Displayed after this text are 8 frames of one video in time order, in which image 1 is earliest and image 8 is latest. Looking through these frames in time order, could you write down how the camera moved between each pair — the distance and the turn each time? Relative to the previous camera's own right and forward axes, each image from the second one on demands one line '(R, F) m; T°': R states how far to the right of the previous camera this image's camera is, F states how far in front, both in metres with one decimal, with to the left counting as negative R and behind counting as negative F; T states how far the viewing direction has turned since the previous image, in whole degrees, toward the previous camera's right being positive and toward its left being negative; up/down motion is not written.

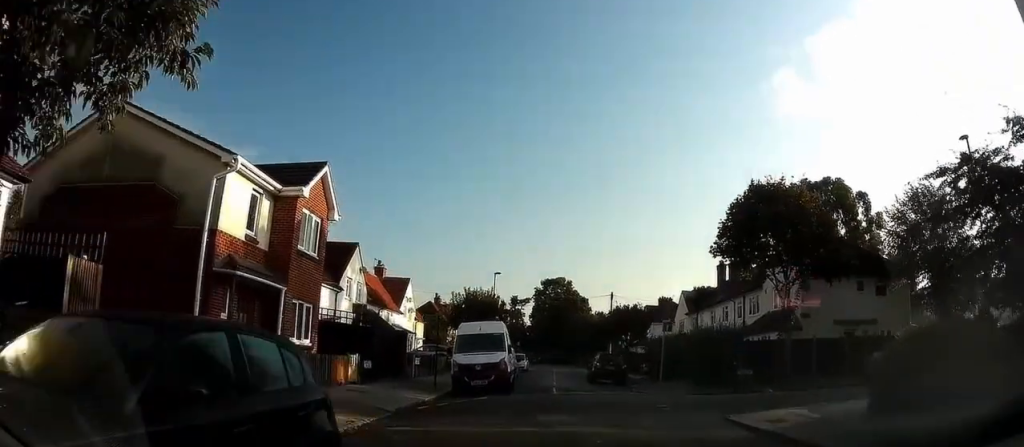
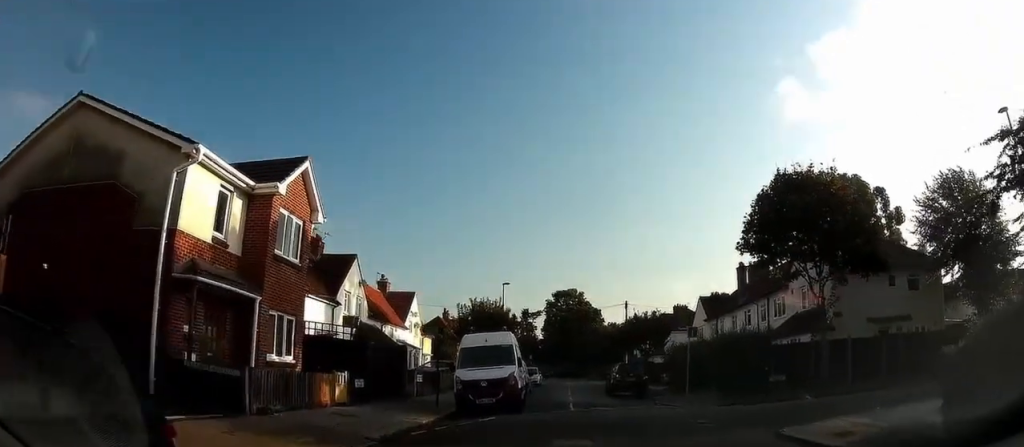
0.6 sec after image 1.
(0.0, +2.3) m; 0°
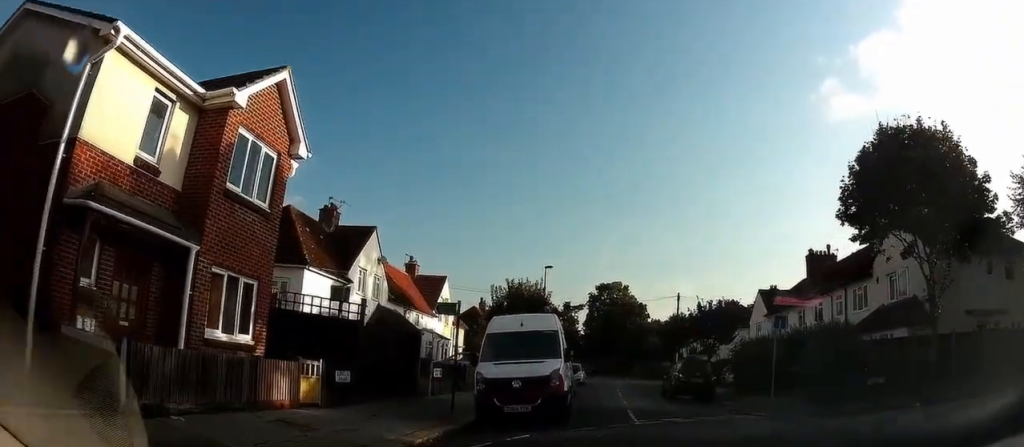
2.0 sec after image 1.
(0.0, +4.5) m; -1°
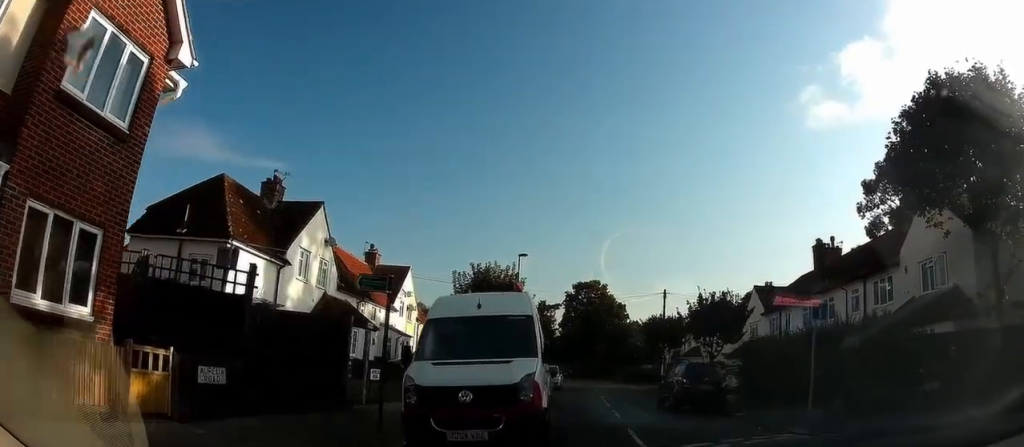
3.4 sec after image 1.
(-0.2, +4.1) m; +2°
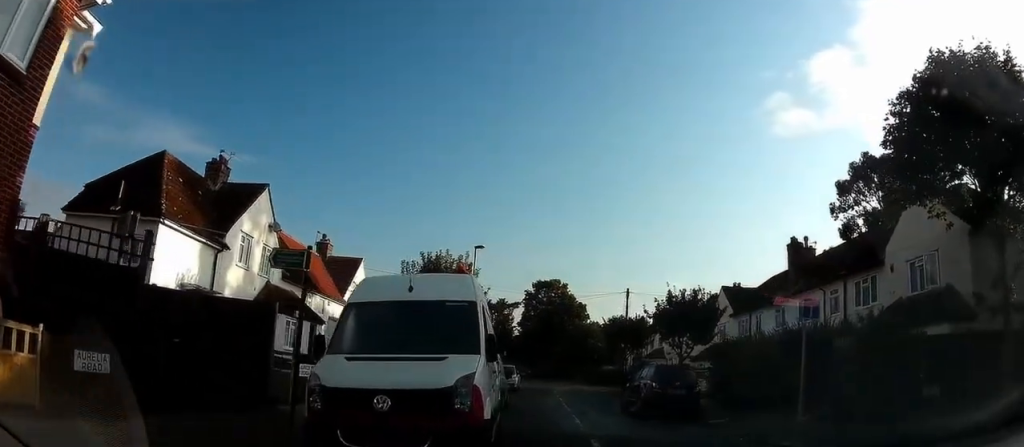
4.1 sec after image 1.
(0.0, +1.8) m; +10°
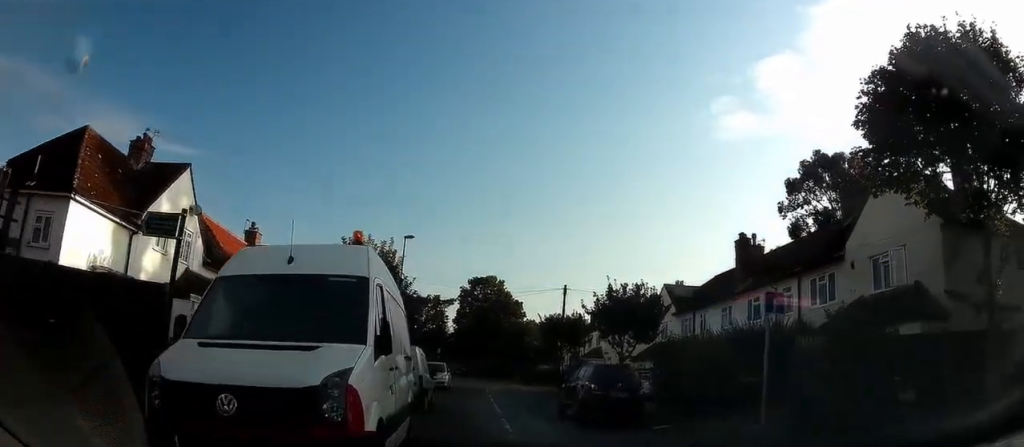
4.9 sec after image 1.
(+0.3, +1.5) m; +17°
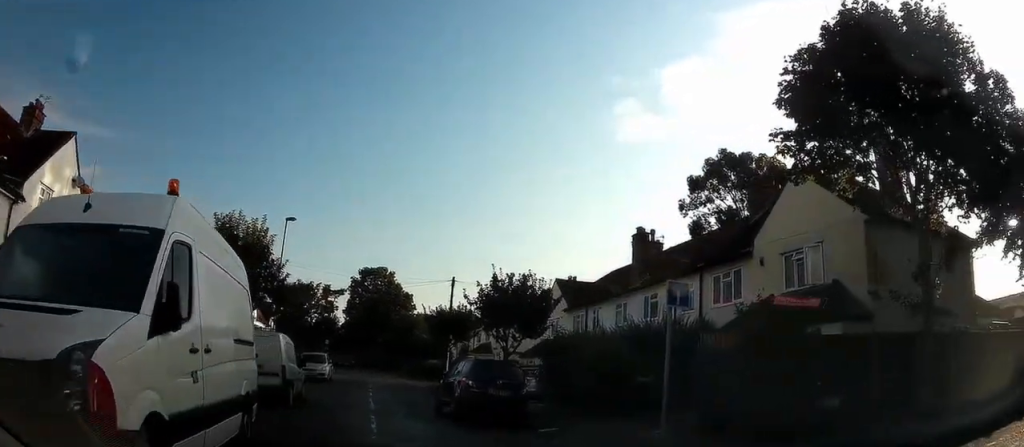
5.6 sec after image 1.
(+0.2, +1.5) m; +14°
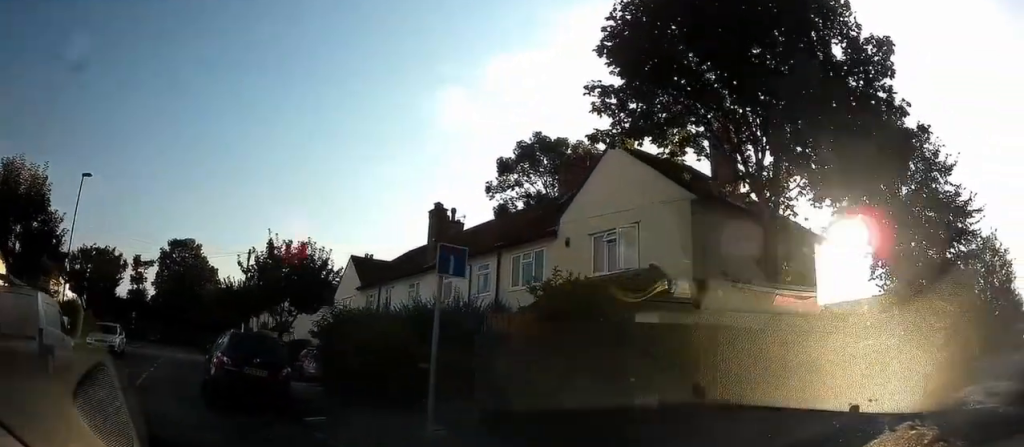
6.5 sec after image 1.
(+0.3, +2.1) m; +13°
